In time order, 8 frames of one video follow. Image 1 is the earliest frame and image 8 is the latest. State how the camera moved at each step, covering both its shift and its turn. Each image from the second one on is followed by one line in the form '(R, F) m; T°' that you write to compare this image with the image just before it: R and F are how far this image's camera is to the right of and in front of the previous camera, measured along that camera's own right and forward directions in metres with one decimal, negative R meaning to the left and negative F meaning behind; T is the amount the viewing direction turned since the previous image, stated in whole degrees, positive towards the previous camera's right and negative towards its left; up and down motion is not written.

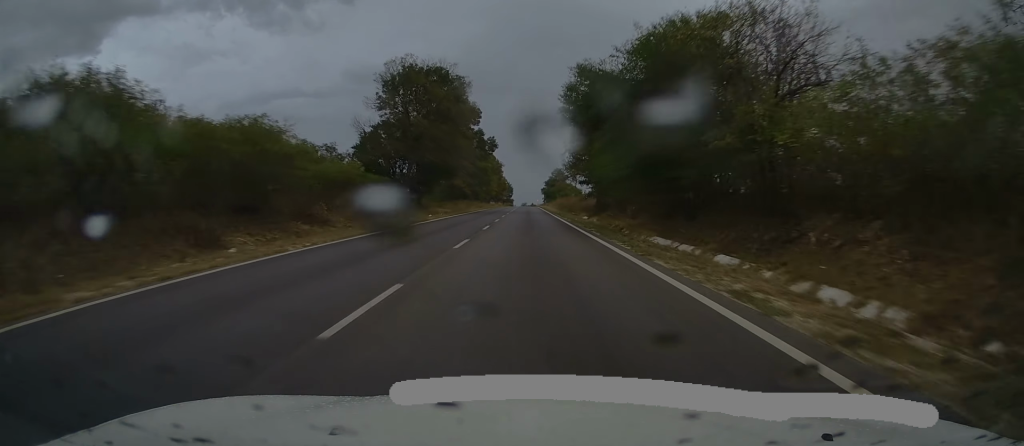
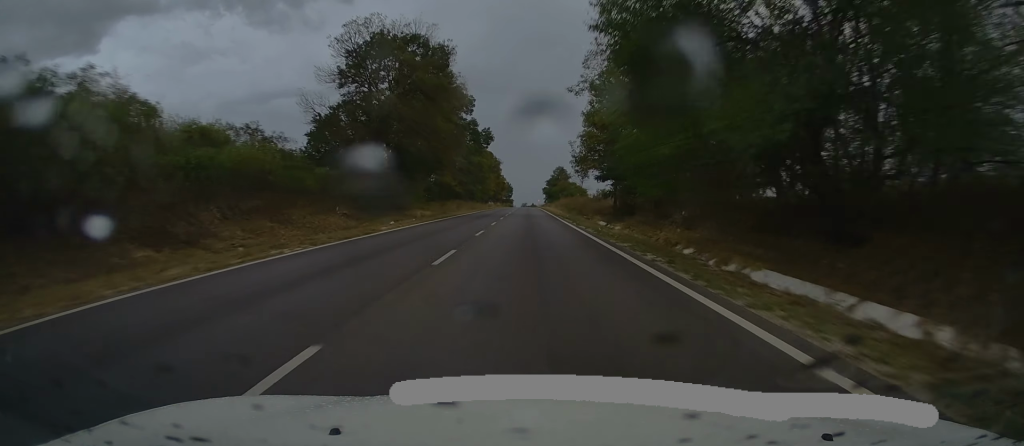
(+0.2, +12.4) m; 0°
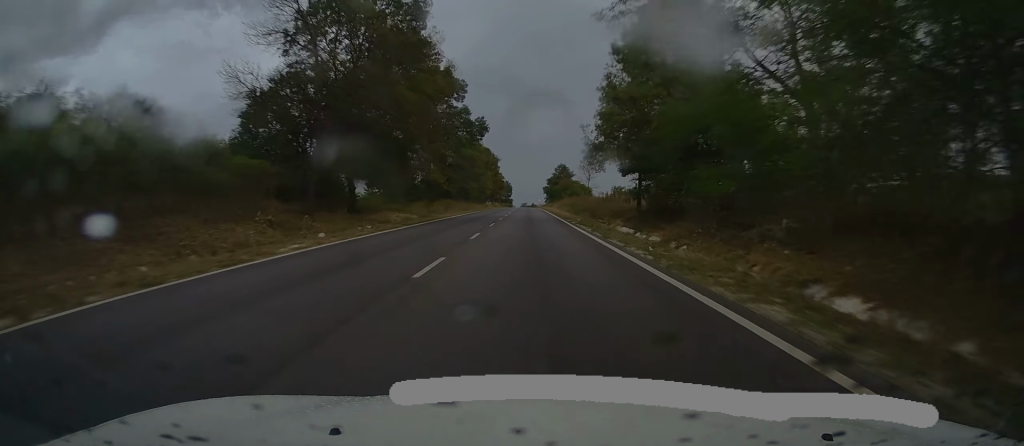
(0.0, +10.8) m; 0°
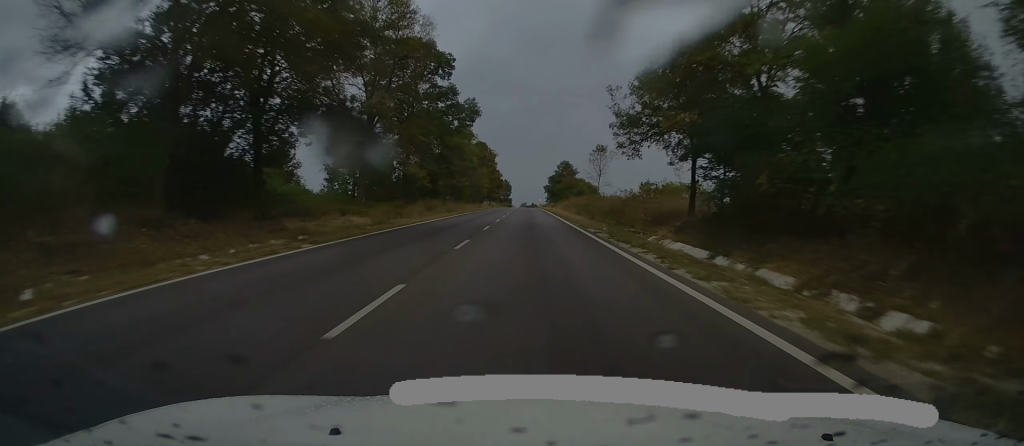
(-0.2, +13.1) m; 0°
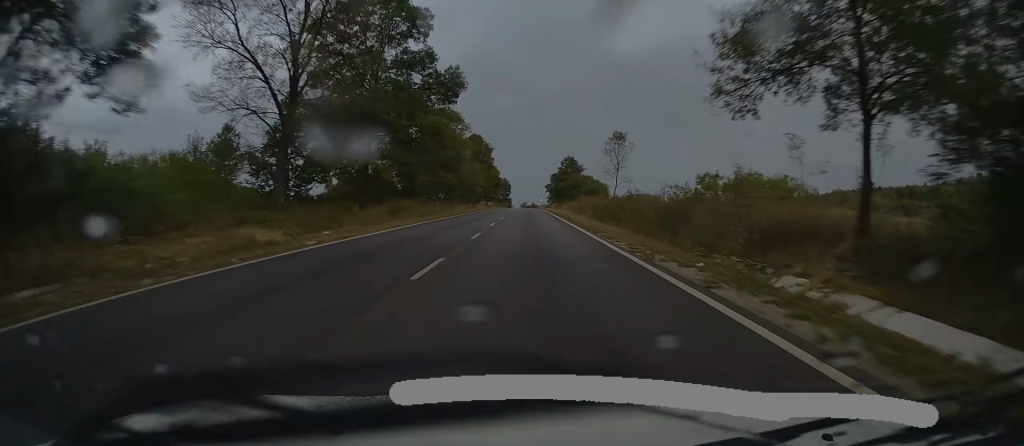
(0.0, +14.6) m; 0°
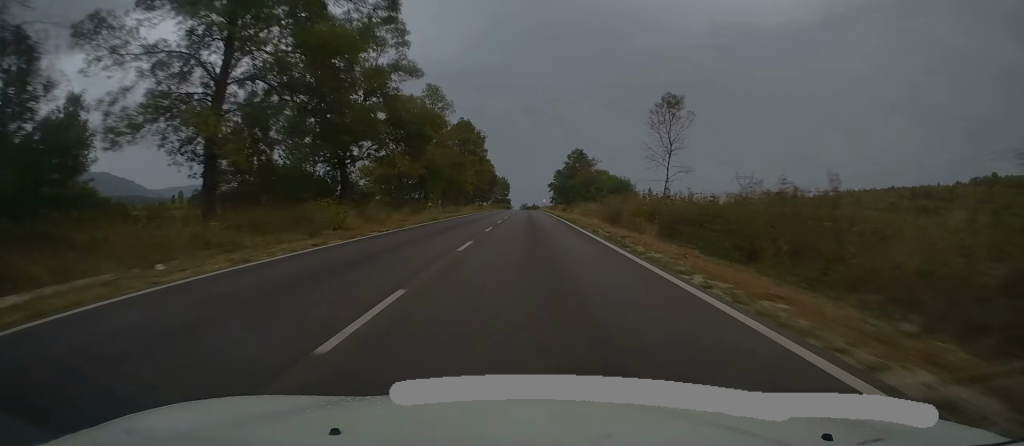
(+0.1, +22.1) m; 0°
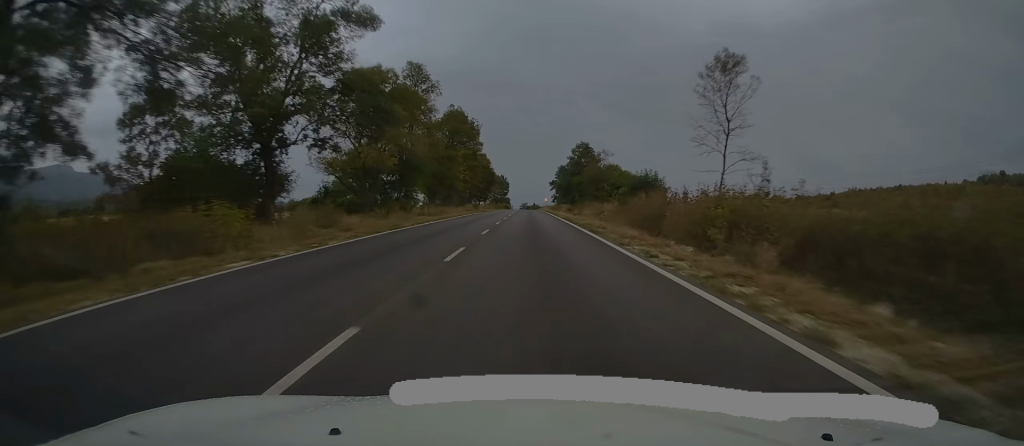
(0.0, +11.4) m; 0°
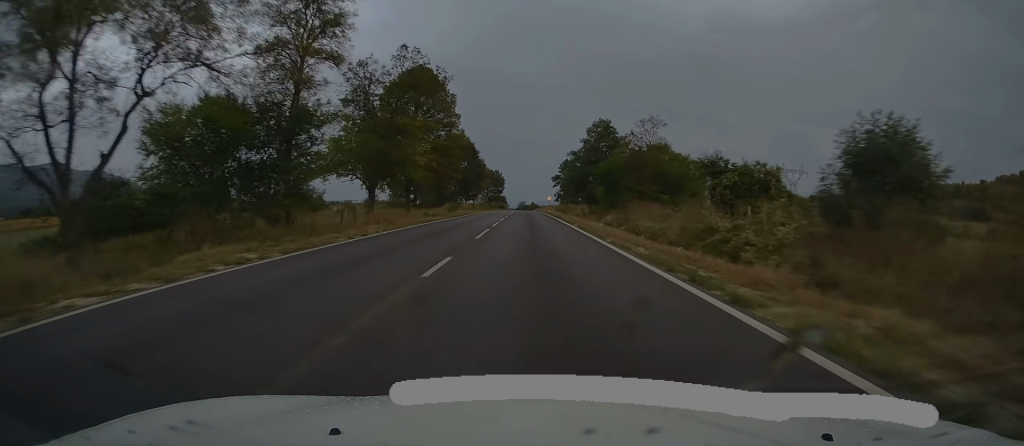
(-0.1, +29.4) m; -1°
